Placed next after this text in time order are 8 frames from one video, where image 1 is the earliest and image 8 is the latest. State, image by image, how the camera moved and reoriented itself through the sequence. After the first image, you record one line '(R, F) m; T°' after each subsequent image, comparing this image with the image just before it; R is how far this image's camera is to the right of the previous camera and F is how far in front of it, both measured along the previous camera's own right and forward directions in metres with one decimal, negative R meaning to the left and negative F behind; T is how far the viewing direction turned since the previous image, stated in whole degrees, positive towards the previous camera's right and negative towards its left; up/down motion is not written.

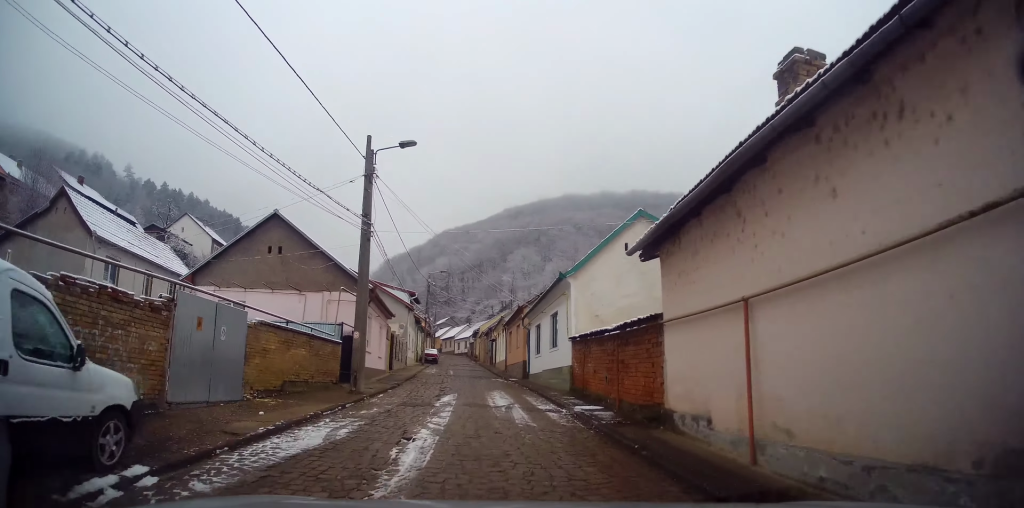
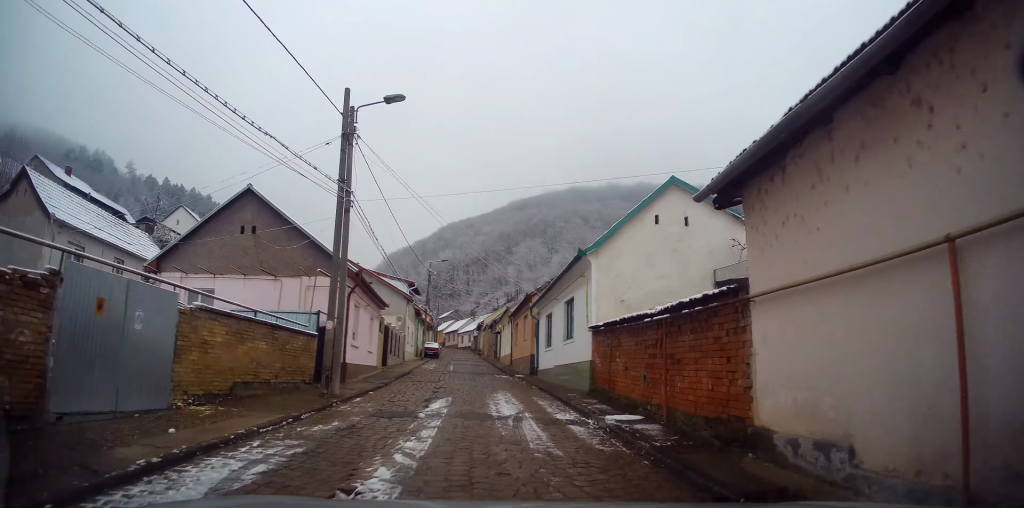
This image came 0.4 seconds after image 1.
(-0.1, +3.1) m; -1°
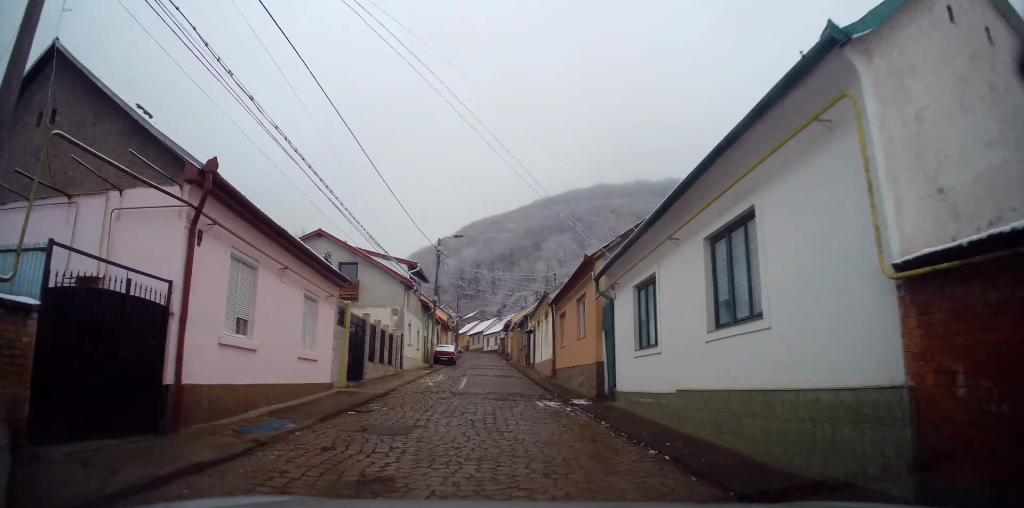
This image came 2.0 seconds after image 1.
(-0.1, +11.8) m; -1°
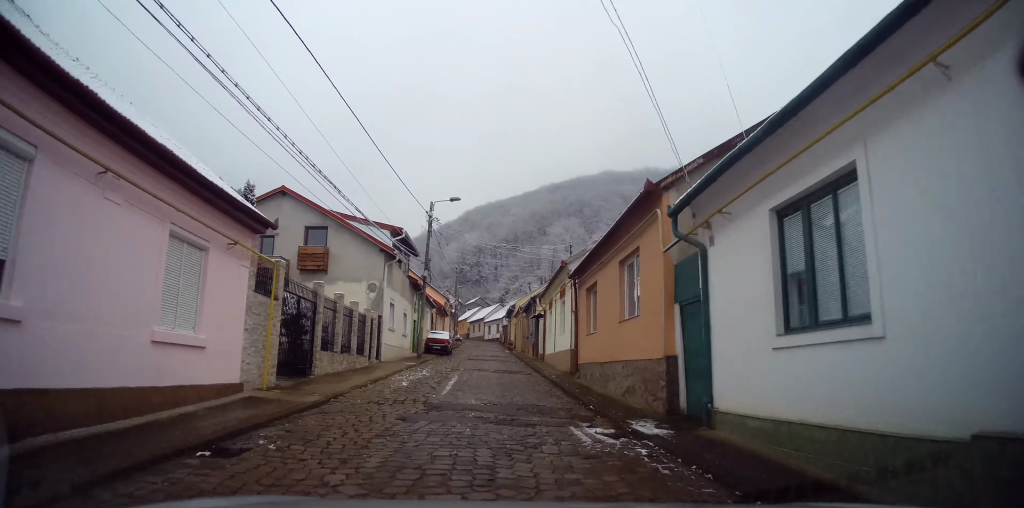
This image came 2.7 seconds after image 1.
(0.0, +6.2) m; -2°
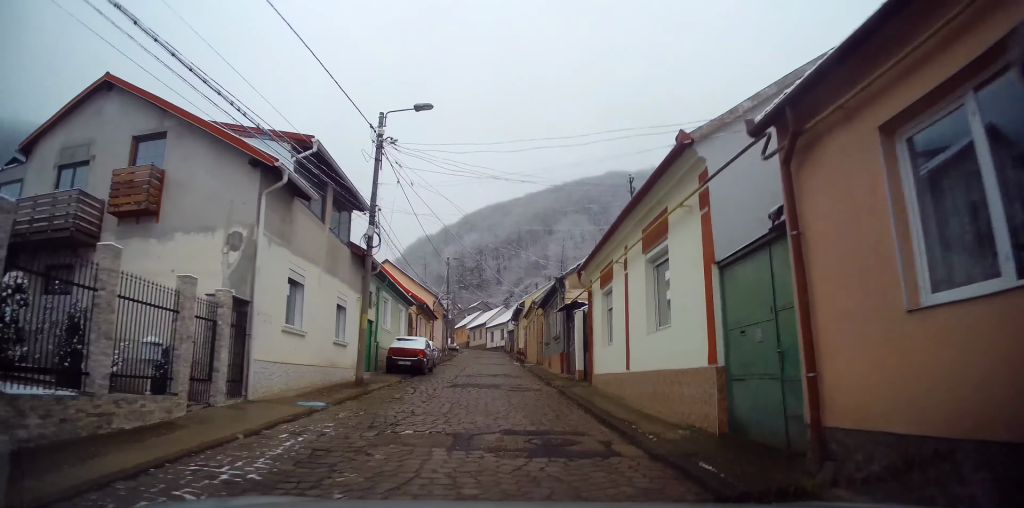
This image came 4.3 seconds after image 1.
(-0.3, +13.4) m; -1°
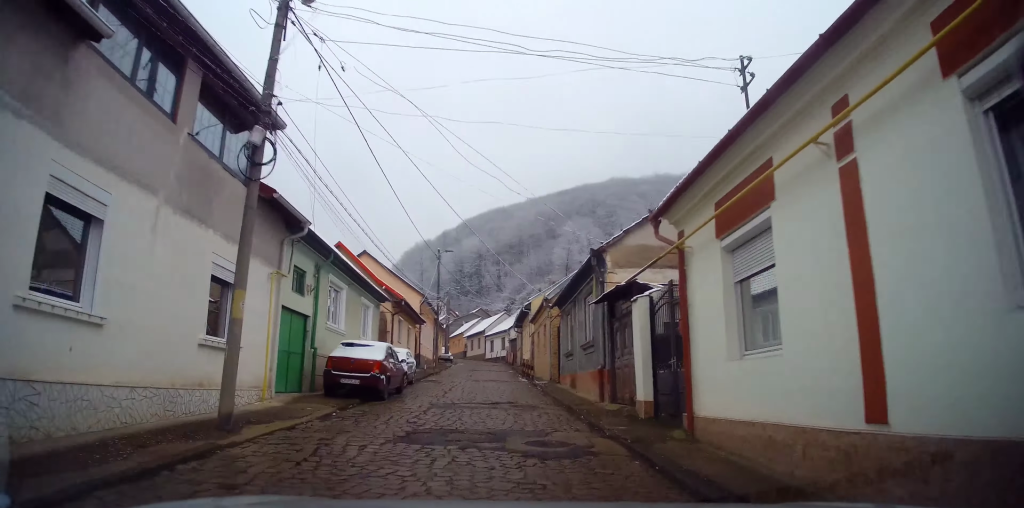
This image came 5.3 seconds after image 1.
(-0.1, +8.1) m; +1°
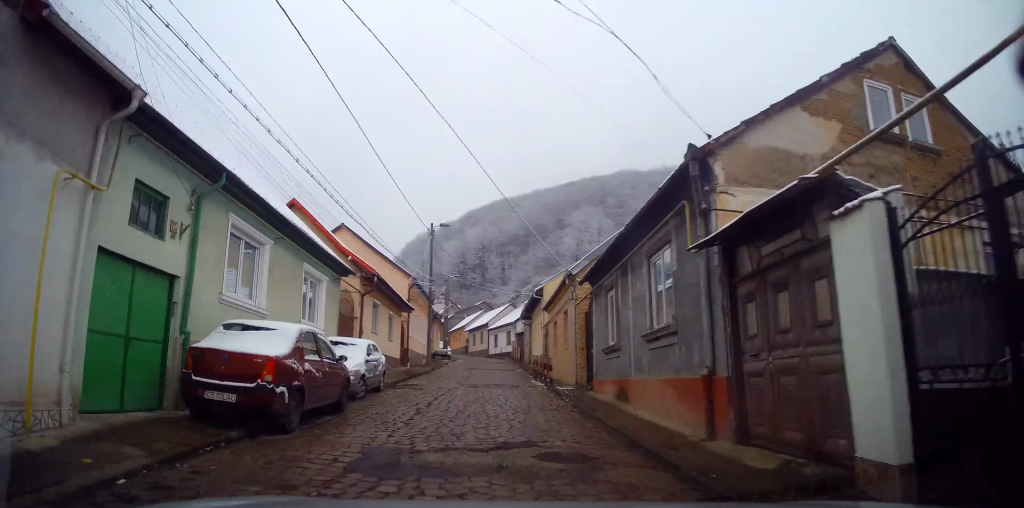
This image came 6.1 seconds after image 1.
(+0.1, +7.0) m; 0°
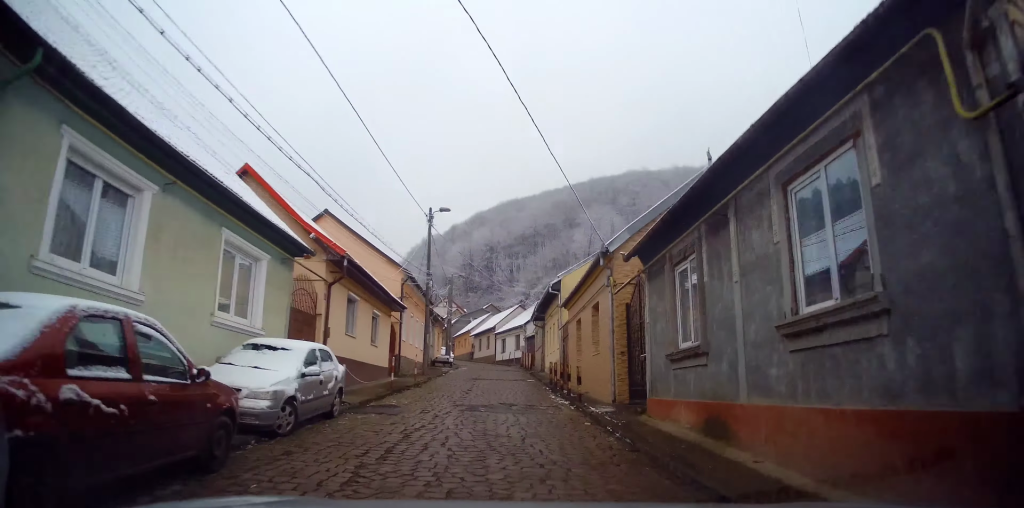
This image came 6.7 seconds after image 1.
(+0.2, +5.0) m; 0°
